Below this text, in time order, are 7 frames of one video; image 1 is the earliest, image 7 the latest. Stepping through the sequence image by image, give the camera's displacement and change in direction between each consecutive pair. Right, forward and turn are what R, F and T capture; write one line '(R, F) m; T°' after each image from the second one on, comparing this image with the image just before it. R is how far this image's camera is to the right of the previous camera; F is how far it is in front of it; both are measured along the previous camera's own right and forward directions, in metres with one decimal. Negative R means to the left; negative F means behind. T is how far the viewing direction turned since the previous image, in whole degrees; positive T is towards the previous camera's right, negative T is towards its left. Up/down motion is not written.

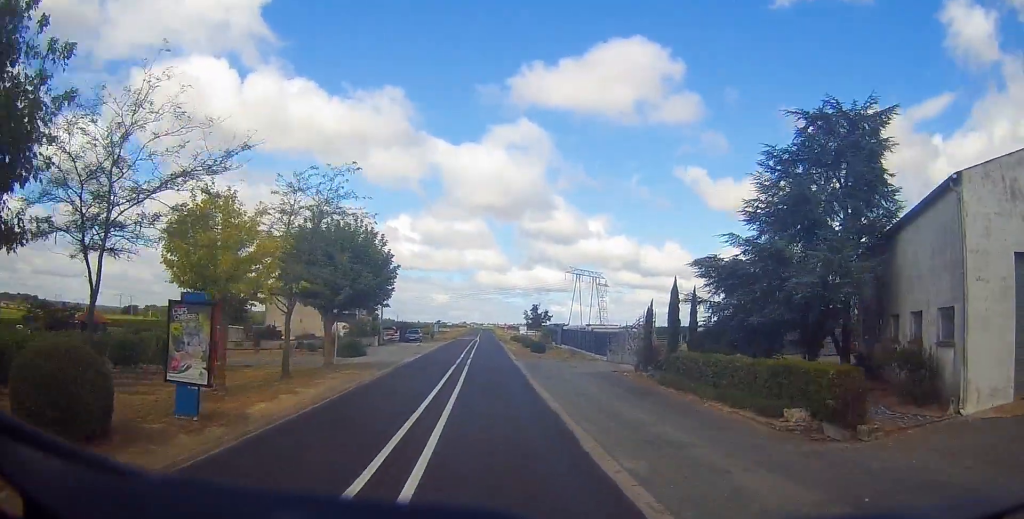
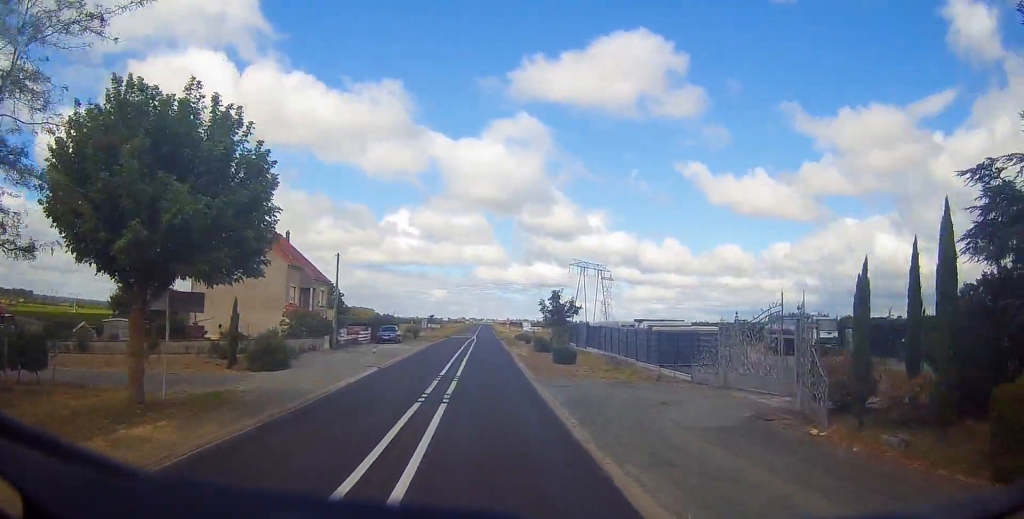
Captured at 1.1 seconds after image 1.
(-0.2, +20.0) m; 0°
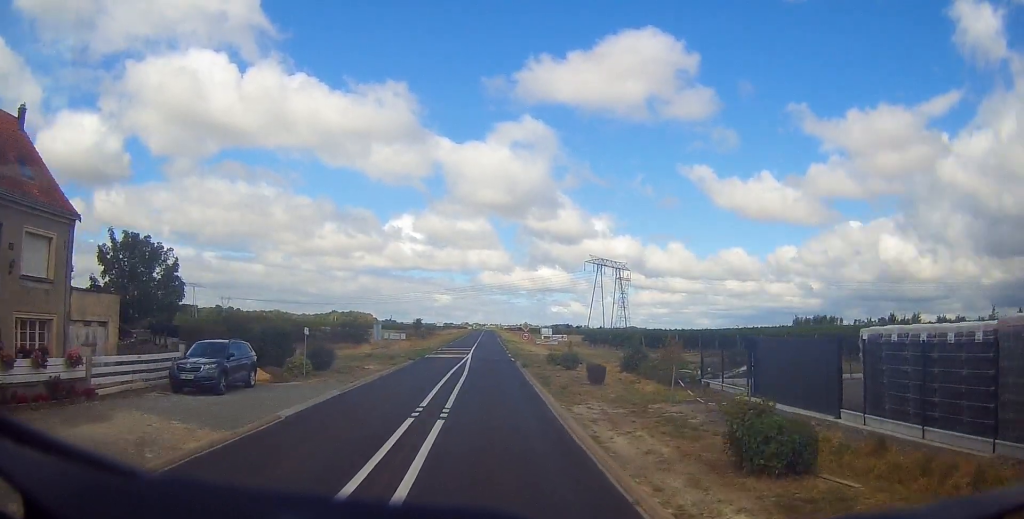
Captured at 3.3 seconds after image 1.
(0.0, +41.5) m; -1°
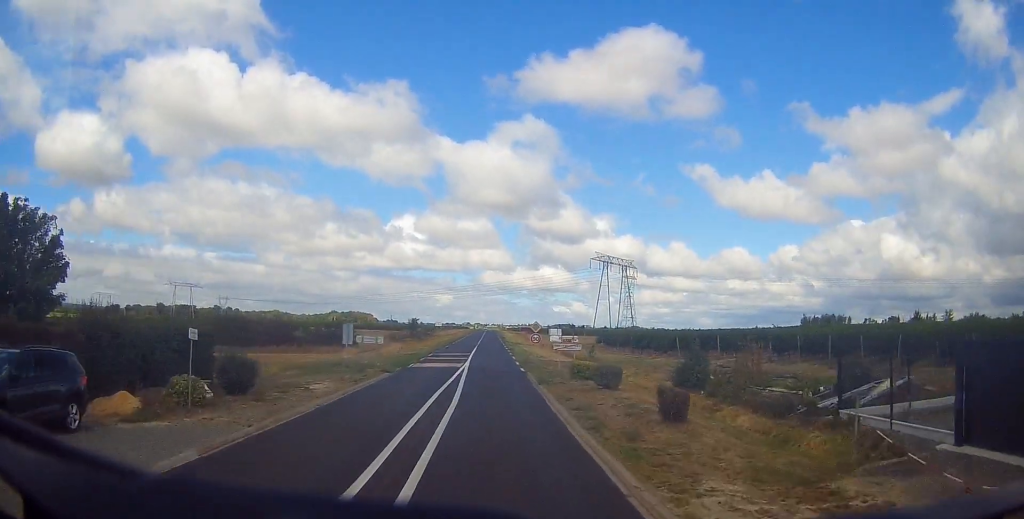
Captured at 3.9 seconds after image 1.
(0.0, +11.4) m; 0°
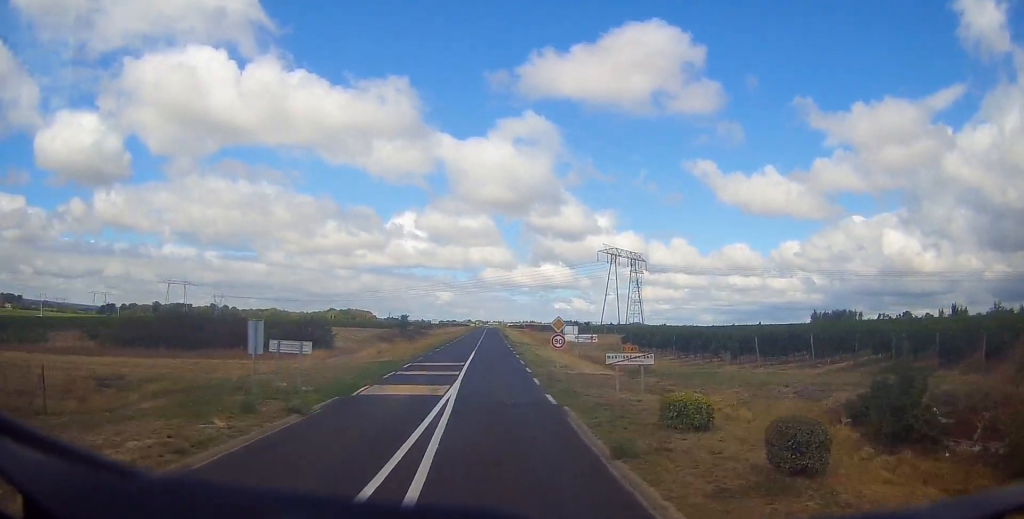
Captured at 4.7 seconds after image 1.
(+0.1, +16.3) m; +1°
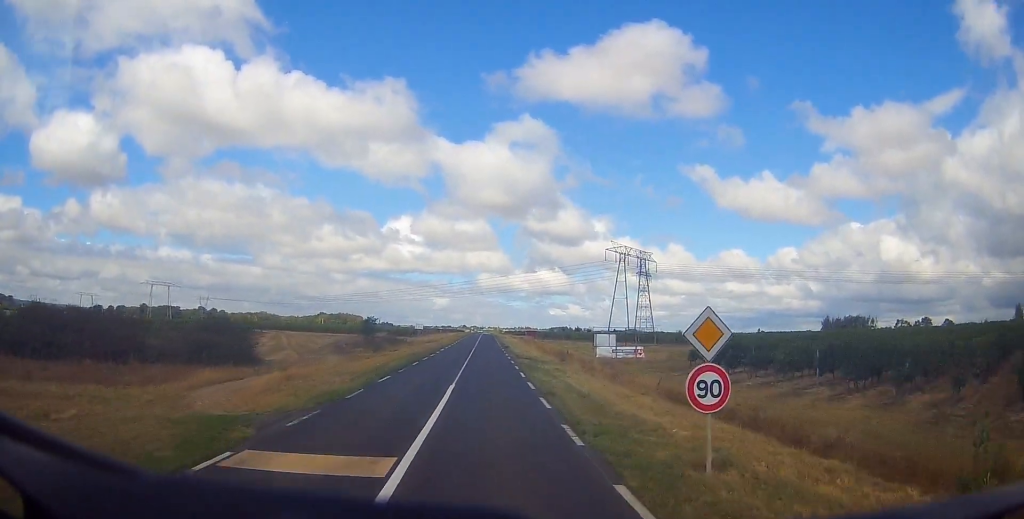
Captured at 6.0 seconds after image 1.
(+0.2, +26.6) m; 0°
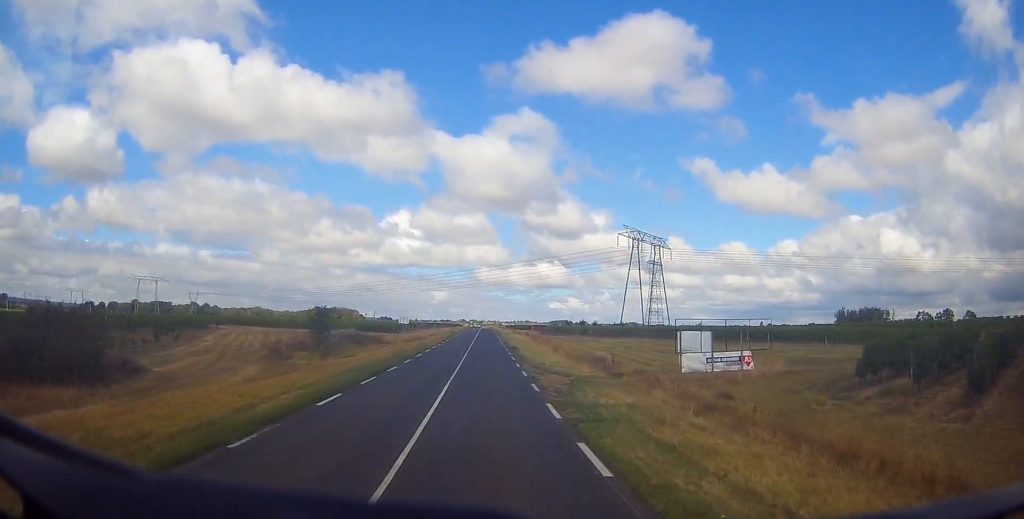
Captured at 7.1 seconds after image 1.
(-0.3, +23.4) m; 0°
